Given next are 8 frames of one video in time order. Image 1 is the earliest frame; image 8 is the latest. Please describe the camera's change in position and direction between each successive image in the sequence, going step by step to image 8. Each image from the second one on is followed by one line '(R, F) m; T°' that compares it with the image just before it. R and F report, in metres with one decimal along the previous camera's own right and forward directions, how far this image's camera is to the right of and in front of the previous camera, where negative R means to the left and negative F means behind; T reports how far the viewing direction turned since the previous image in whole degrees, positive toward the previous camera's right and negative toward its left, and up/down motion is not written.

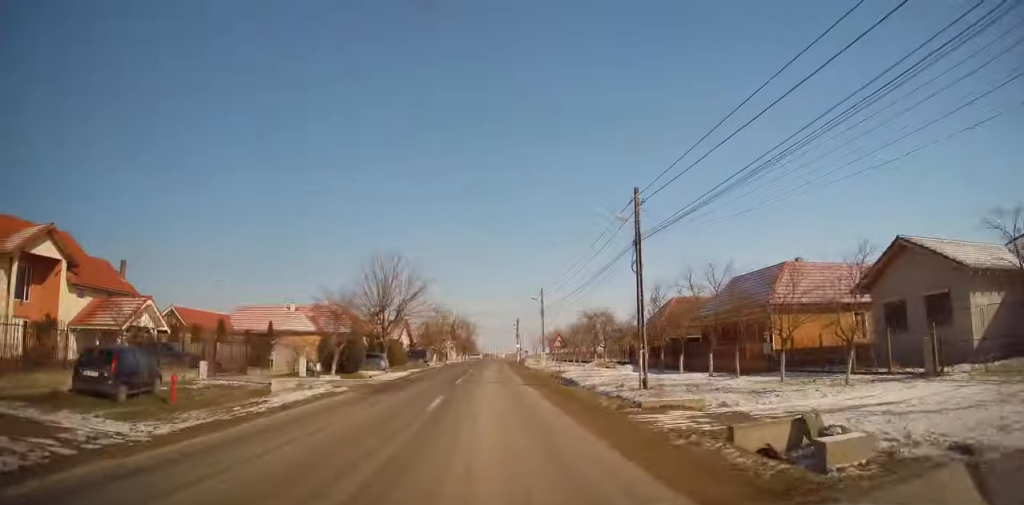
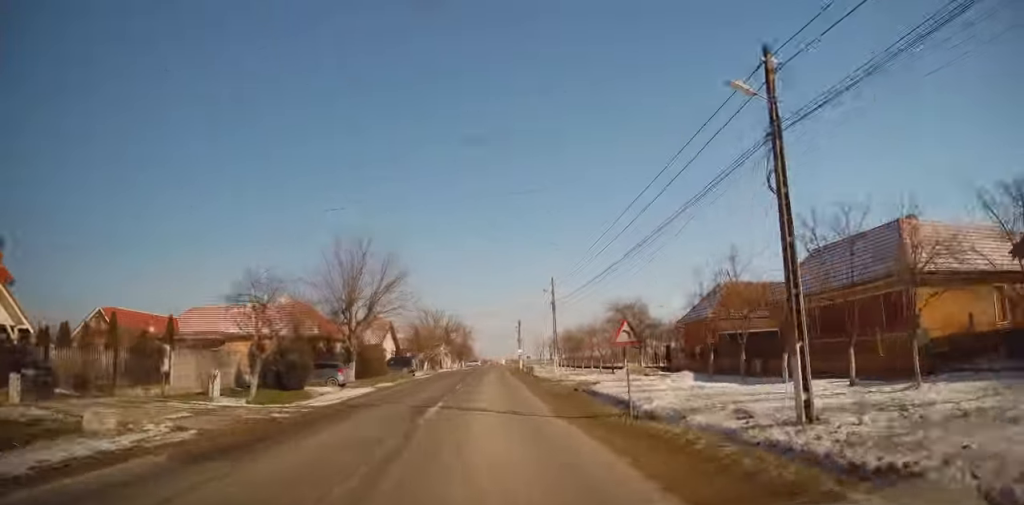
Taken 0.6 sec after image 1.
(-0.1, +11.3) m; 0°
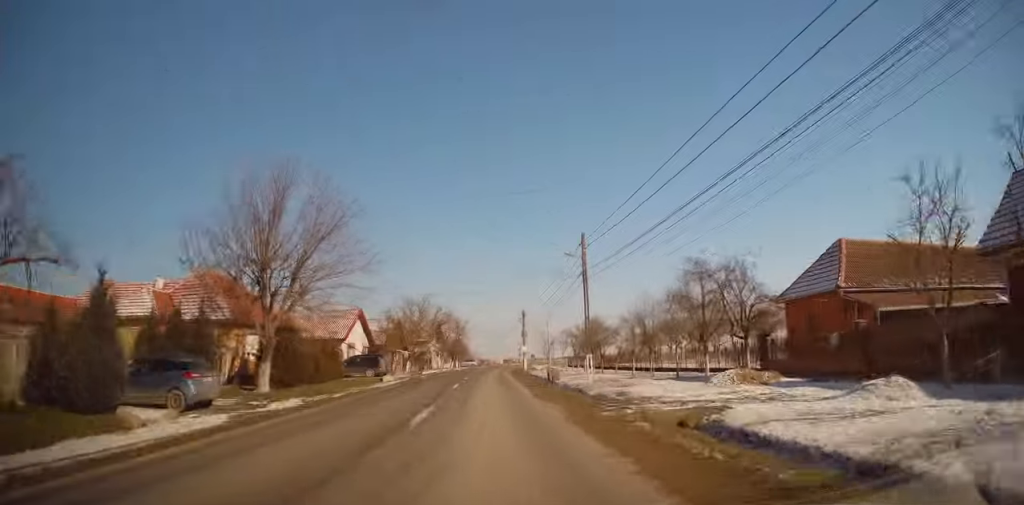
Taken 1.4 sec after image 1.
(+0.3, +14.9) m; 0°
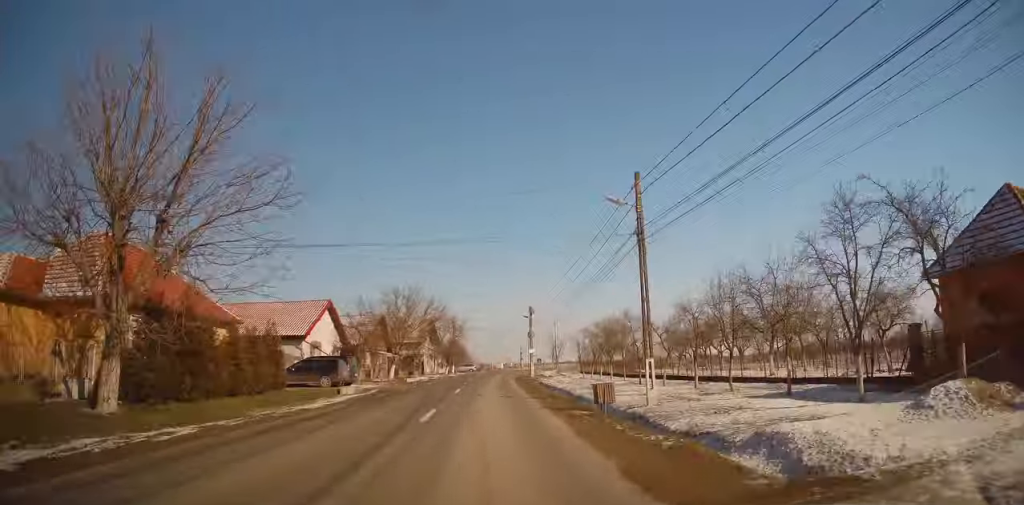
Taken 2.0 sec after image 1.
(-0.2, +10.5) m; 0°
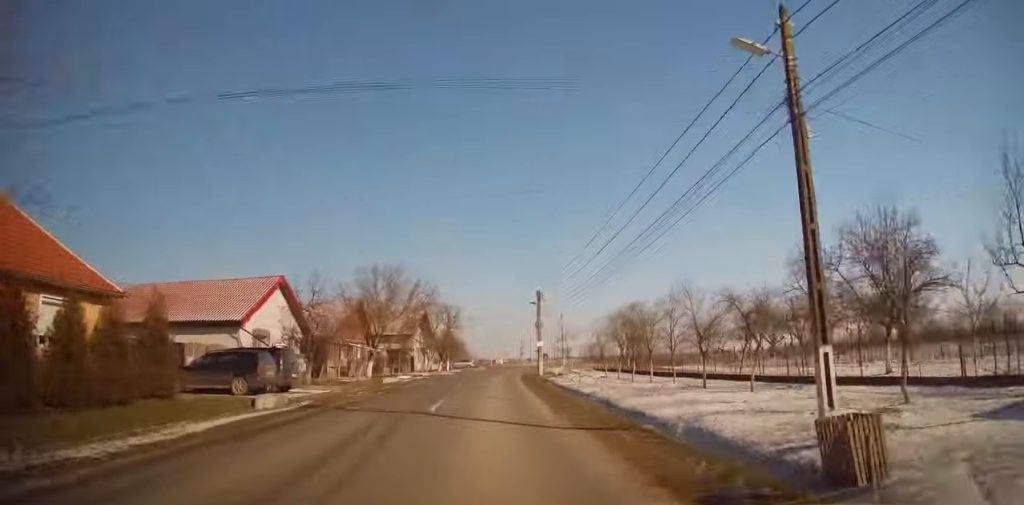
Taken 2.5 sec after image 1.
(-0.2, +9.8) m; 0°
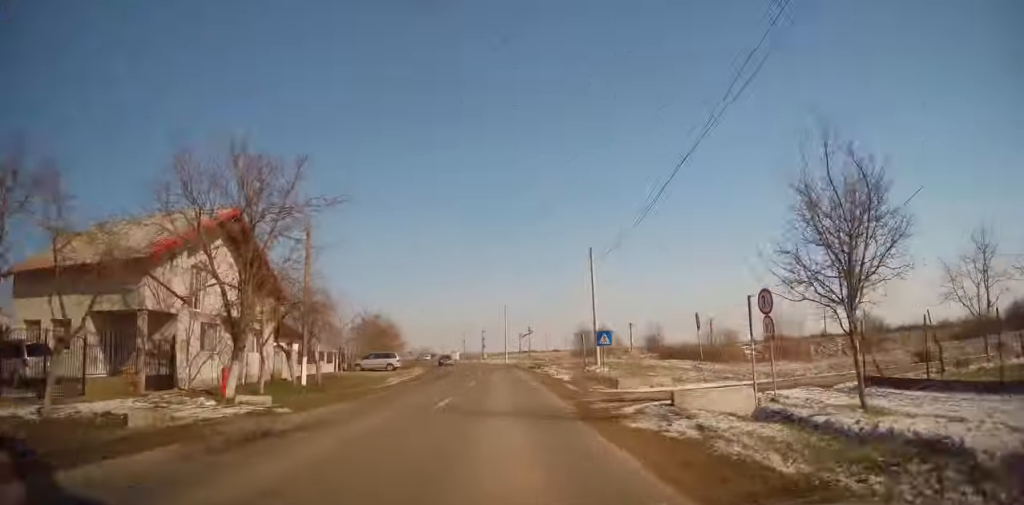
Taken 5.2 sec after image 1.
(+2.1, +48.4) m; +5°
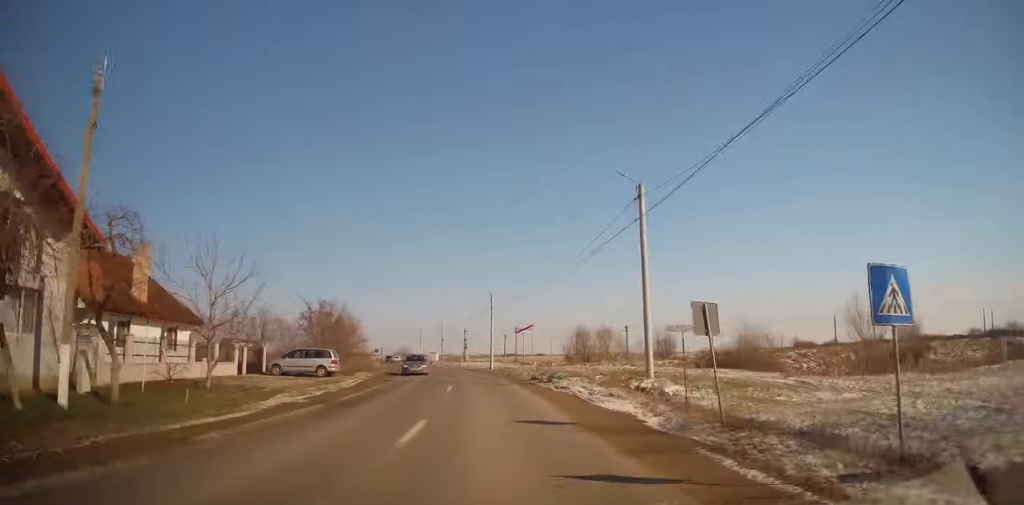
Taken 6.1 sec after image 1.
(+0.3, +16.1) m; 0°
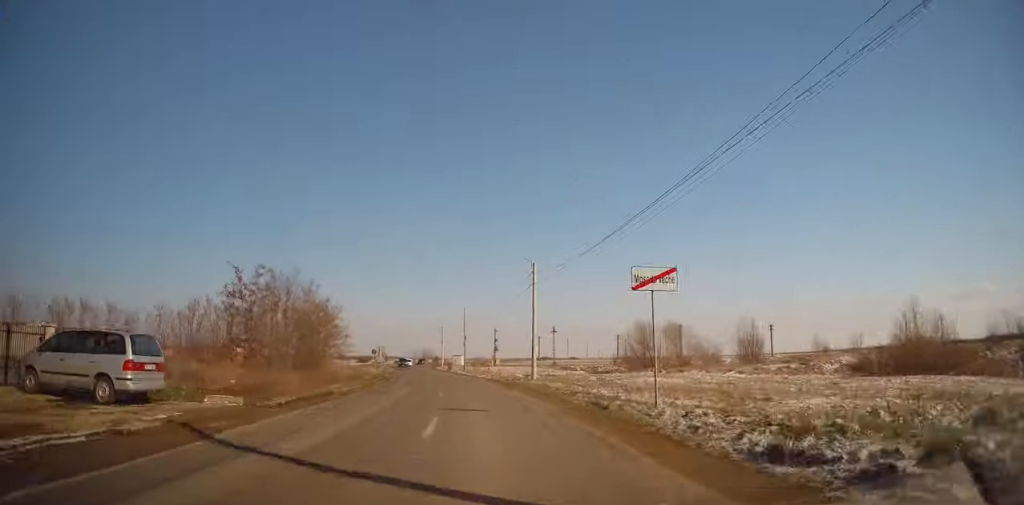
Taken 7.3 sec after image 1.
(-0.4, +21.7) m; -1°
